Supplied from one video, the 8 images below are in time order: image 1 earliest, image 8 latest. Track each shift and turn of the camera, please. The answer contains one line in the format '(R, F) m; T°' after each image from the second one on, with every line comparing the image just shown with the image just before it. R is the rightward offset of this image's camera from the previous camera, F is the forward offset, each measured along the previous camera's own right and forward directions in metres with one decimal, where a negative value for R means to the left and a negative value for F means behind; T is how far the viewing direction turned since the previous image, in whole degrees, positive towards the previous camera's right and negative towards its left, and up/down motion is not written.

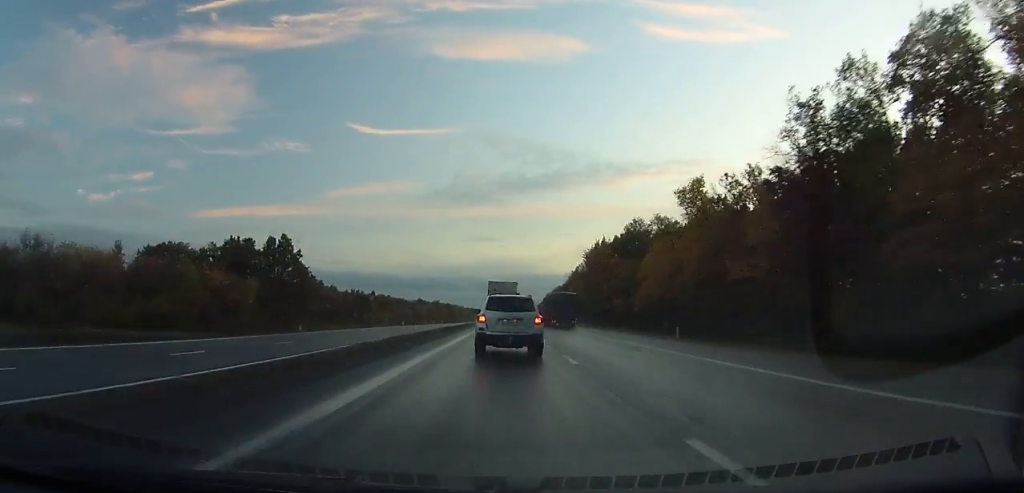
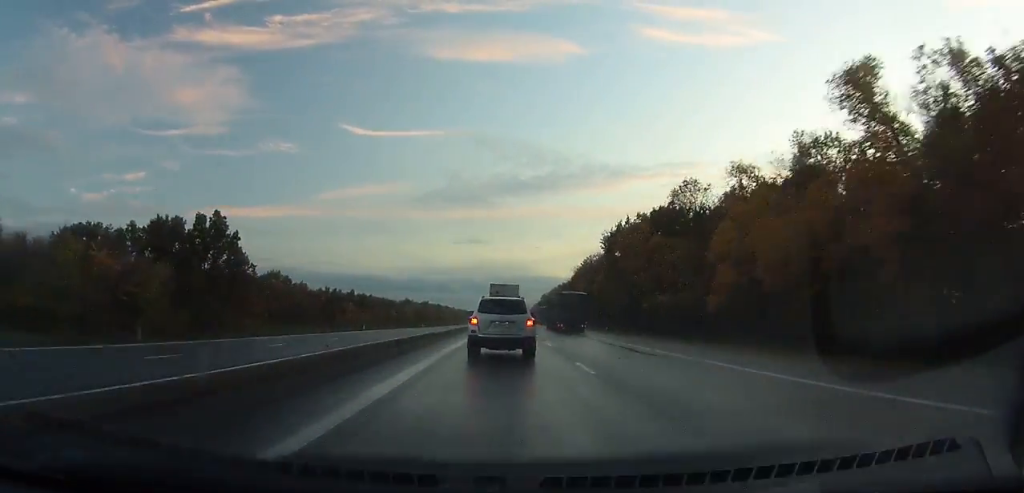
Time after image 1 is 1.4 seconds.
(-0.3, +26.0) m; +1°
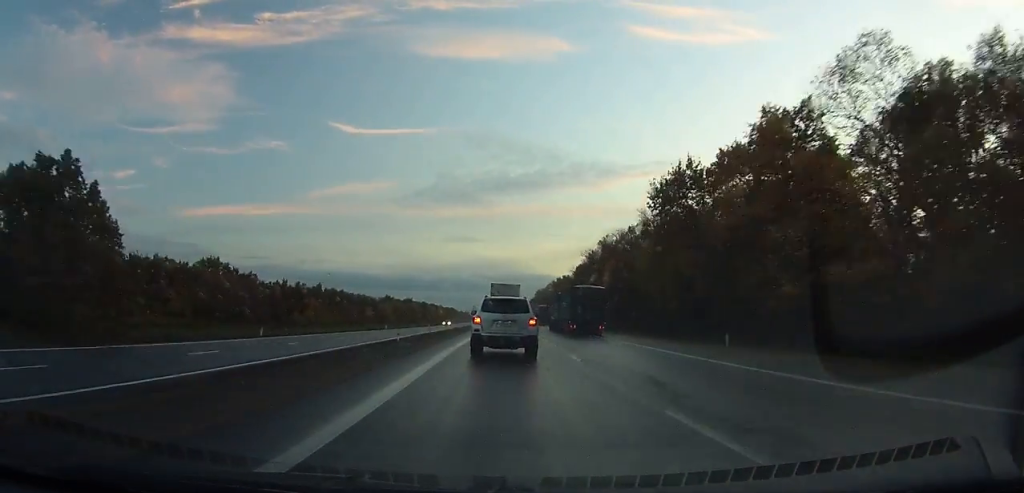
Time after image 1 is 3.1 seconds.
(+0.7, +31.8) m; +1°
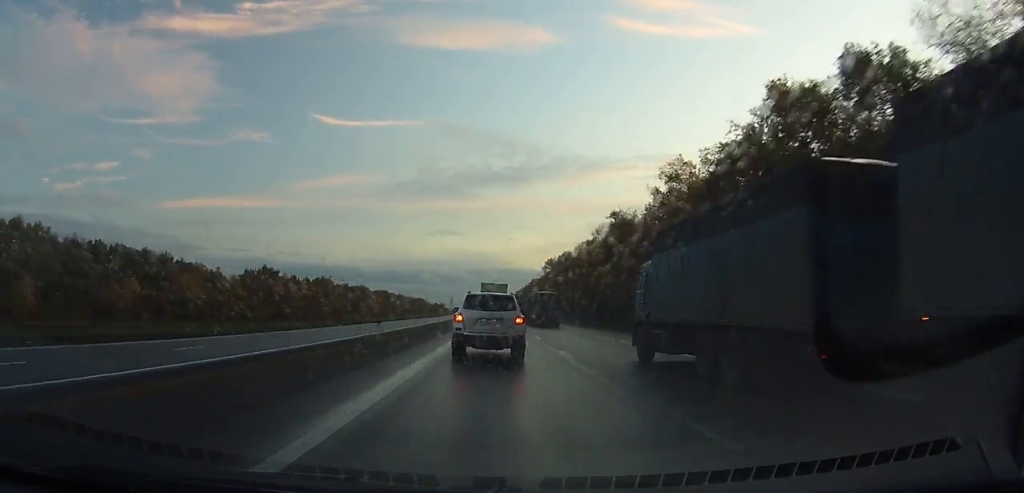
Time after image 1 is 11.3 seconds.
(+3.7, +150.0) m; +2°
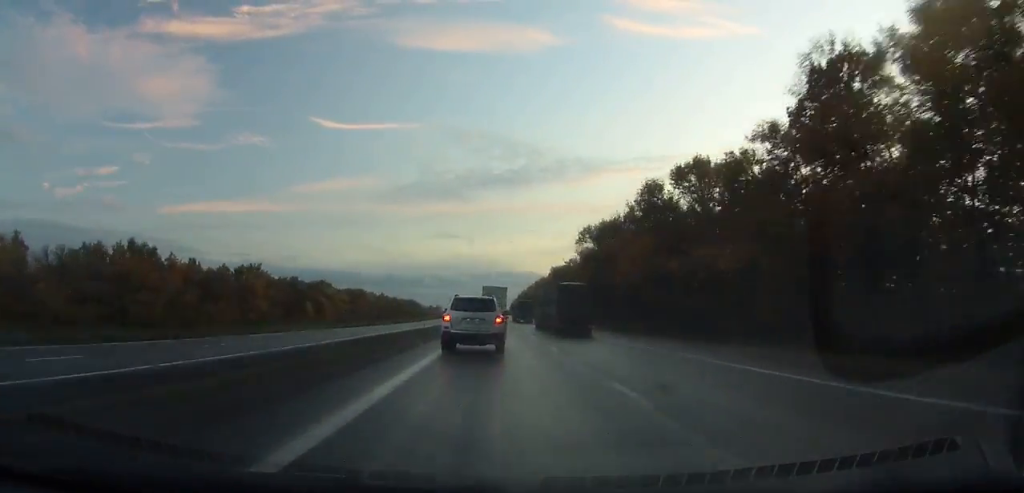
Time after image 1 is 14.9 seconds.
(-0.3, +62.6) m; 0°
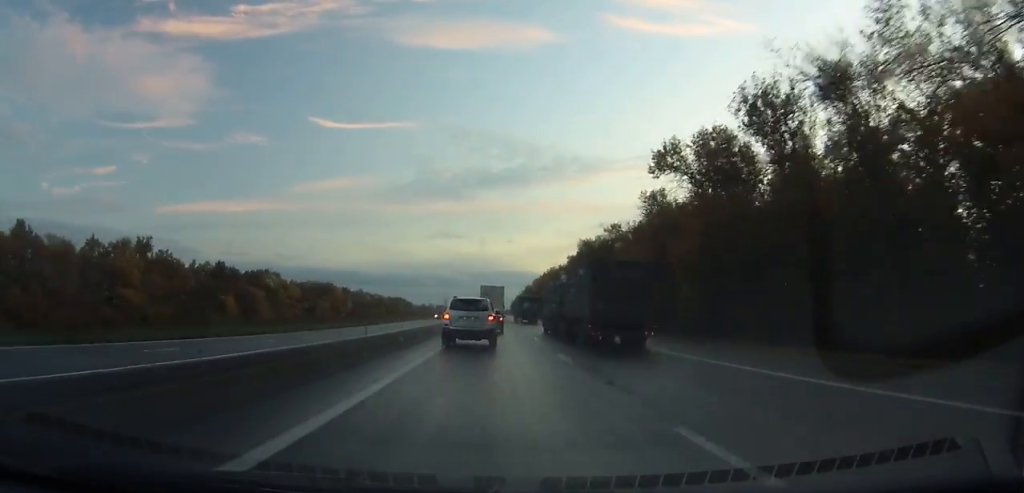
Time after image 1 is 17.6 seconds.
(0.0, +47.5) m; 0°
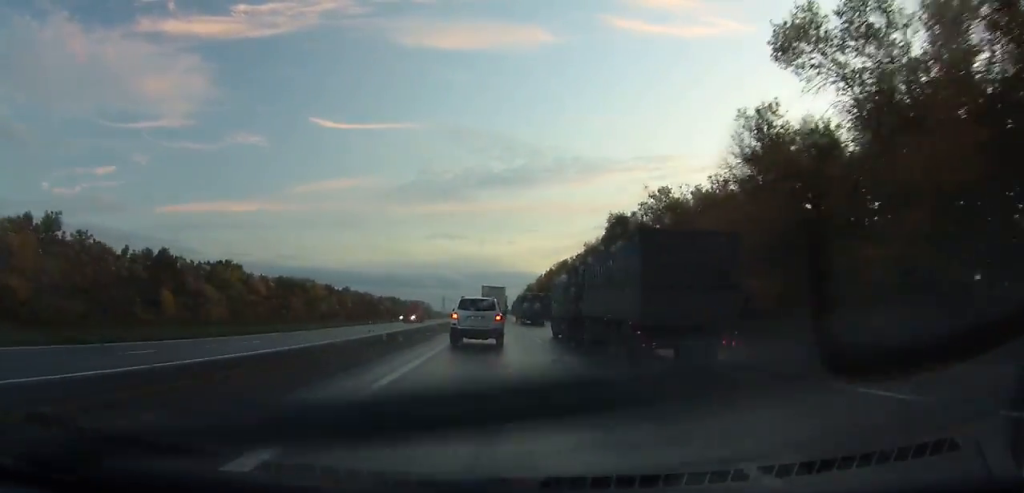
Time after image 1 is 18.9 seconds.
(+0.1, +23.5) m; 0°
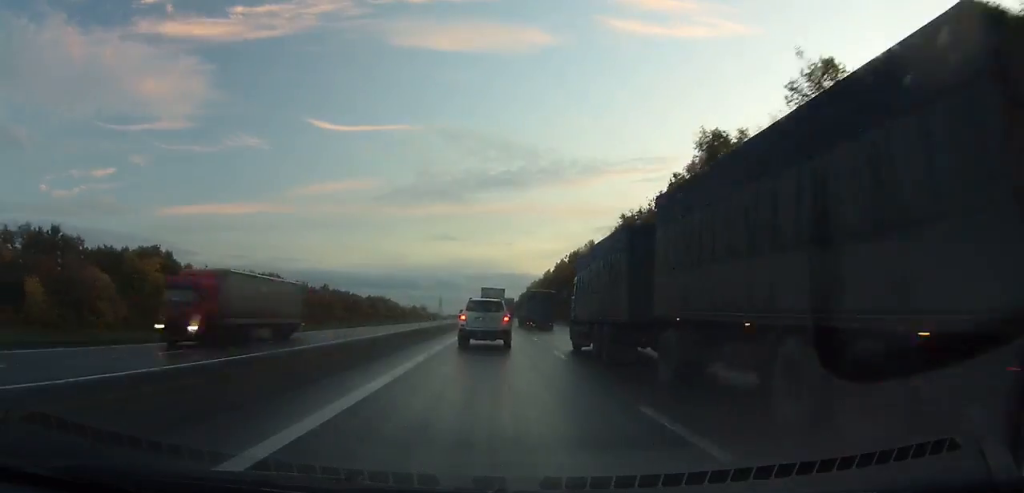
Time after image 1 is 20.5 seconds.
(0.0, +30.2) m; 0°
